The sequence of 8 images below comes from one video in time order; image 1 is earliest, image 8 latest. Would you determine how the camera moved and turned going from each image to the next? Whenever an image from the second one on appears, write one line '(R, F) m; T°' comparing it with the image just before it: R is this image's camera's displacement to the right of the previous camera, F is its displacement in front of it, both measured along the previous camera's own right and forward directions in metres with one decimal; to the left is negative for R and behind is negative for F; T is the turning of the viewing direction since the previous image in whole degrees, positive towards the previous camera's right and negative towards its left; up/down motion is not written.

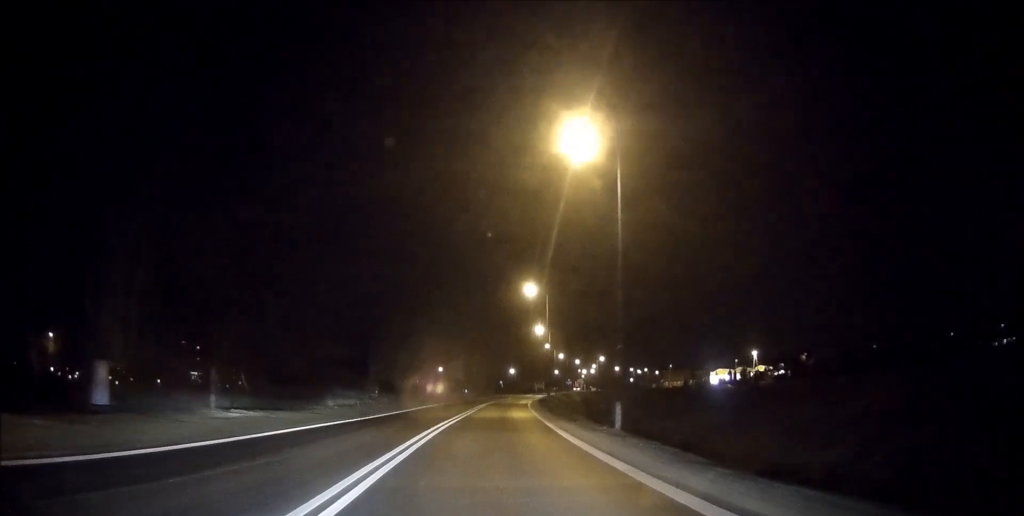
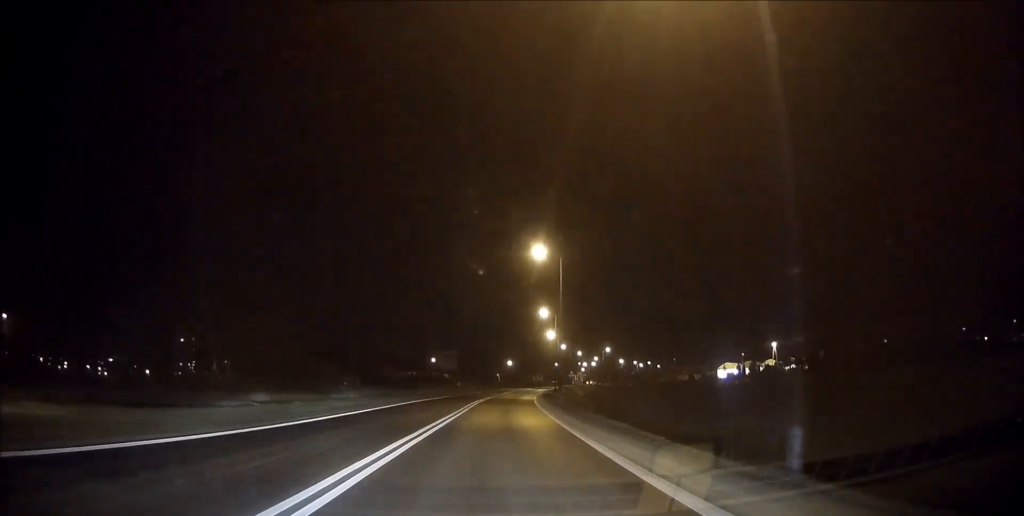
(-0.5, +12.1) m; -2°
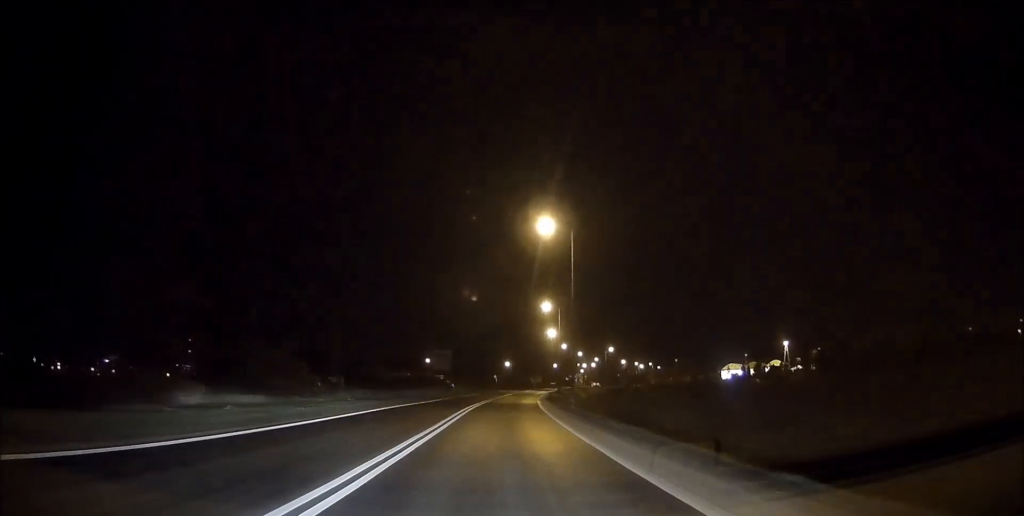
(-0.1, +7.4) m; 0°
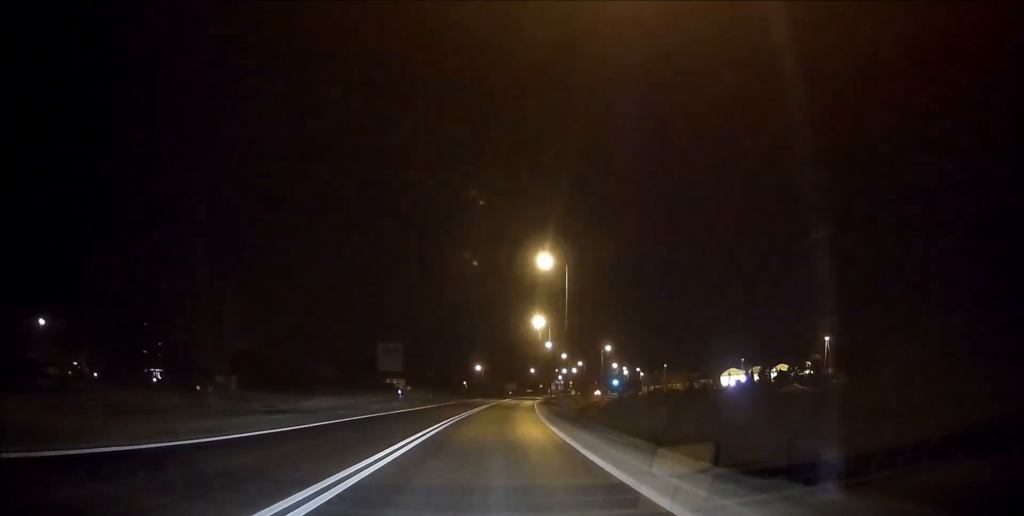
(-0.3, +28.6) m; 0°
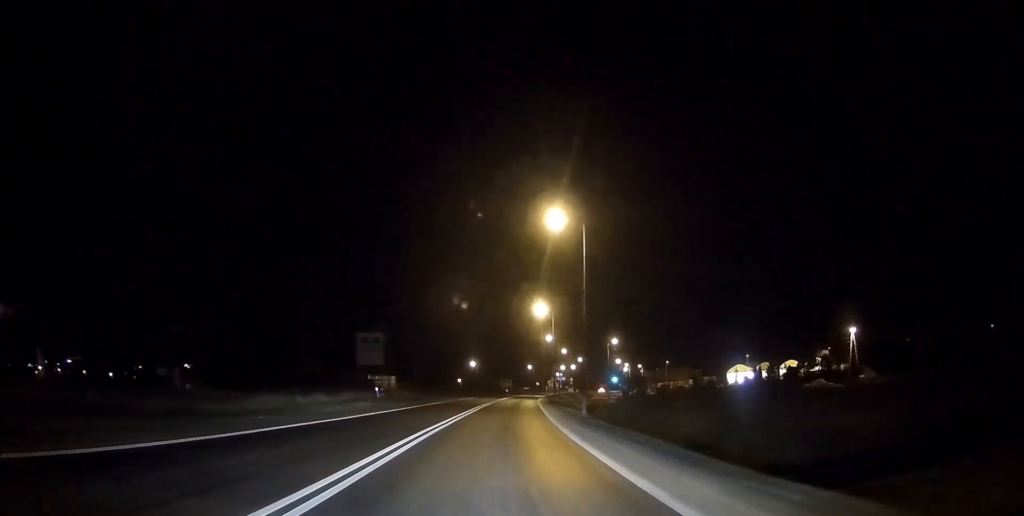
(+0.2, +9.7) m; +1°
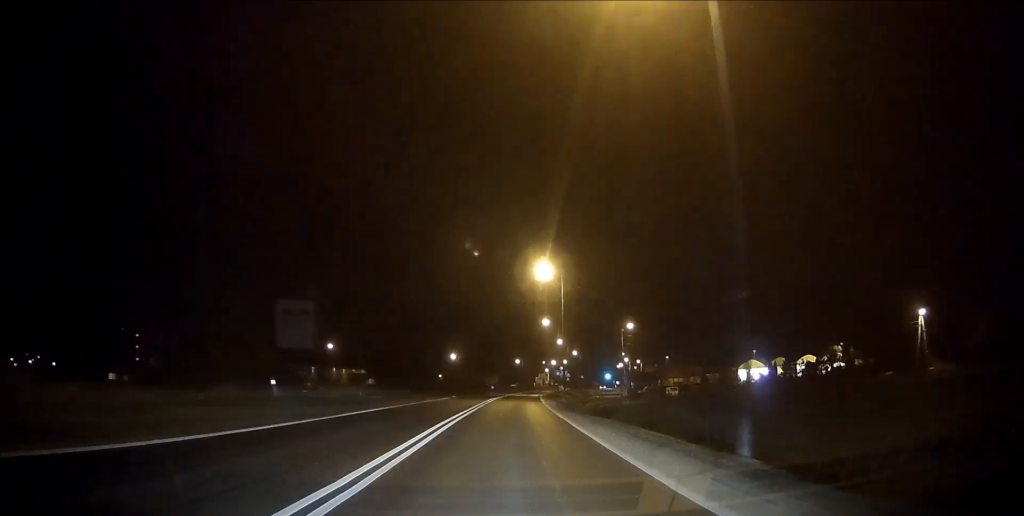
(+0.1, +21.1) m; +1°
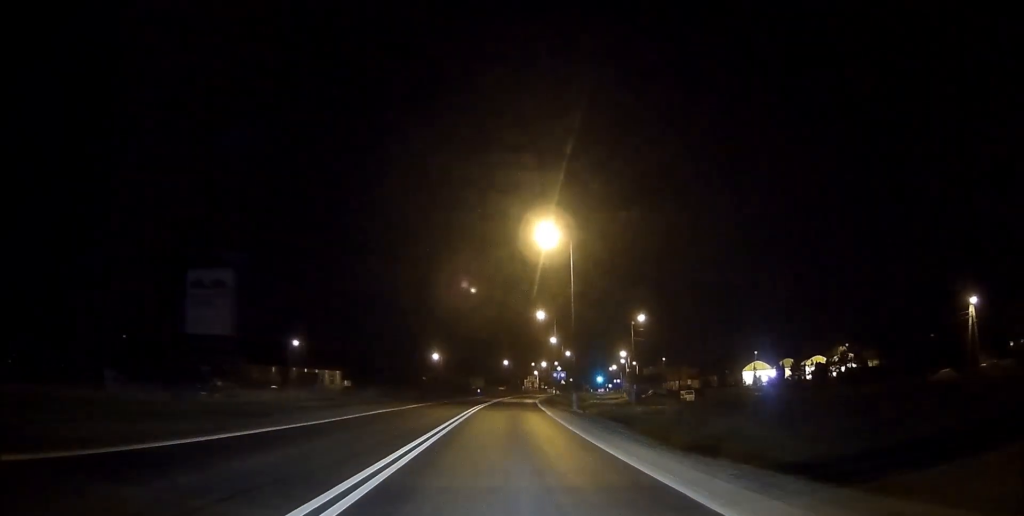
(+0.2, +13.0) m; +1°
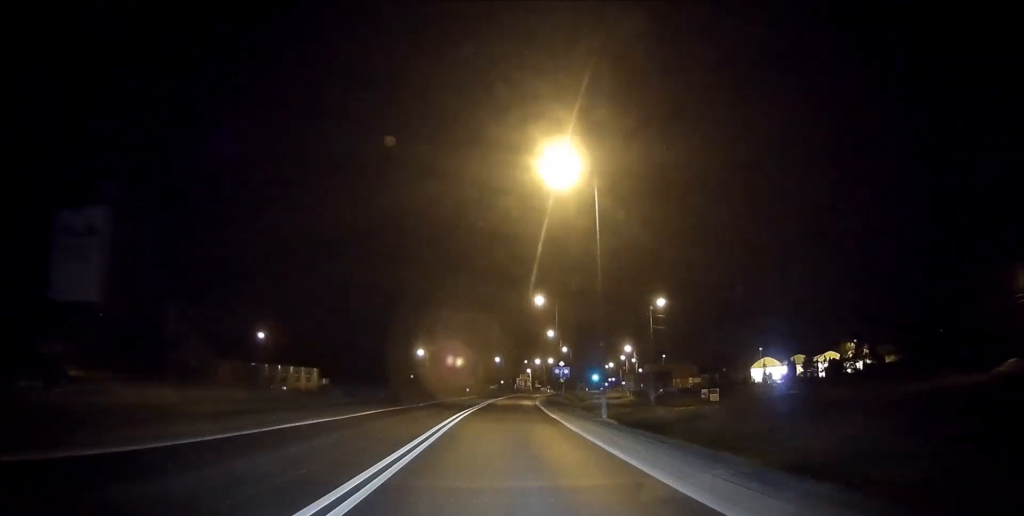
(+0.1, +12.1) m; +1°
